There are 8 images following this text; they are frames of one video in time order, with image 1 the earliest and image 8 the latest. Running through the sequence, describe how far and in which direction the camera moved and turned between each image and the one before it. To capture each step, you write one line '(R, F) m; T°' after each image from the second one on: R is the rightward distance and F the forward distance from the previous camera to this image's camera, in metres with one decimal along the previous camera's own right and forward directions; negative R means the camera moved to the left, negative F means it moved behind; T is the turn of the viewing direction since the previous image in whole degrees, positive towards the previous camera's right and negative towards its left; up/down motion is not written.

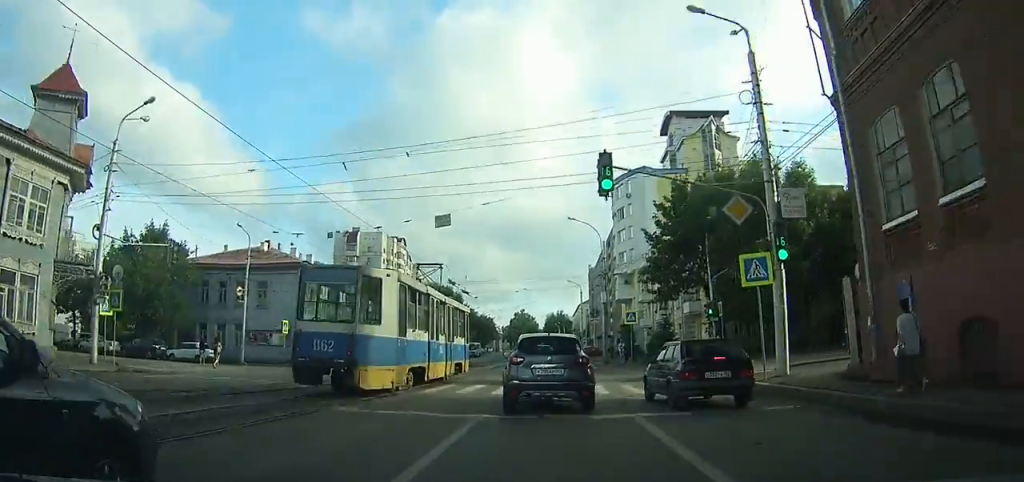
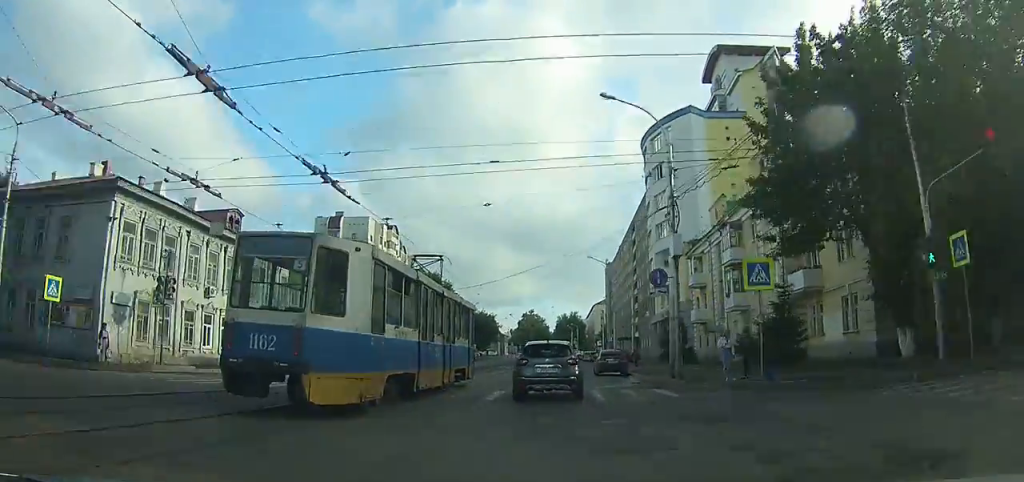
(-0.7, +21.7) m; +1°
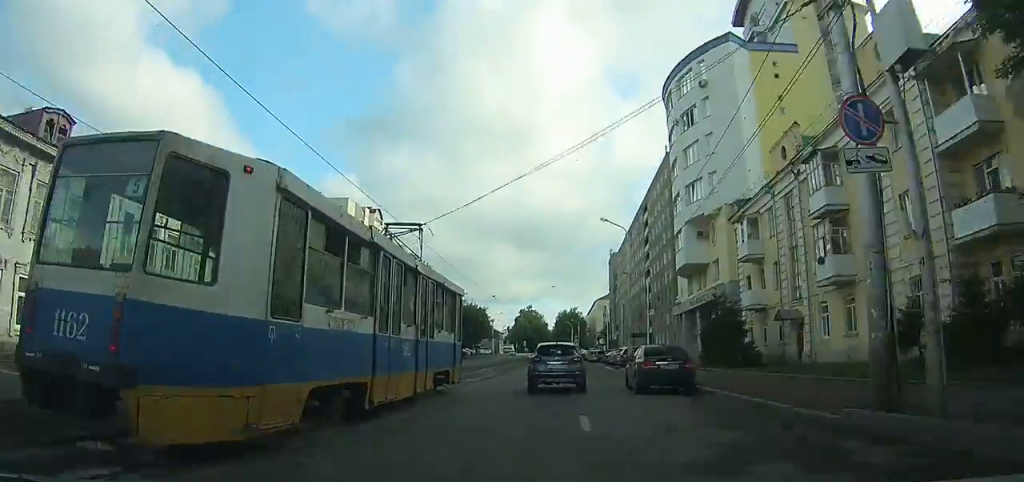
(+0.4, +14.8) m; +2°
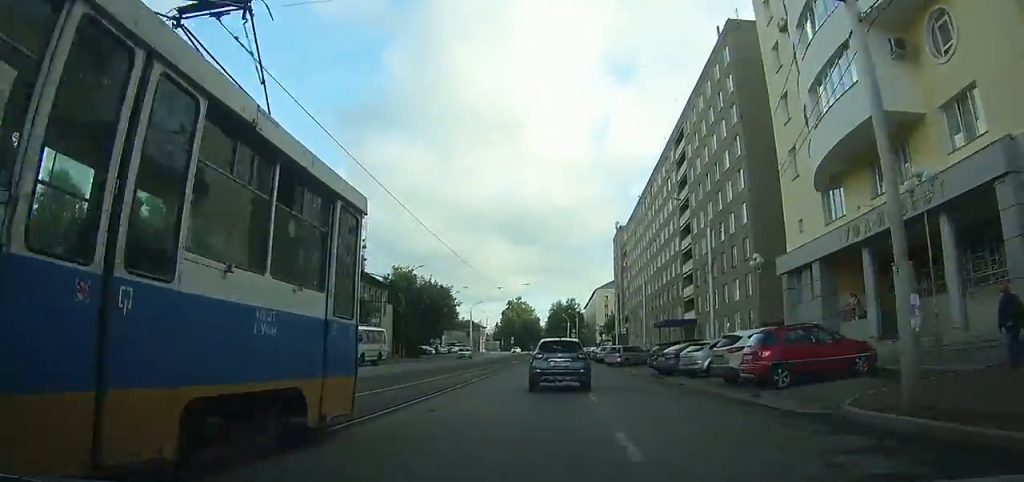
(+1.1, +30.8) m; +2°
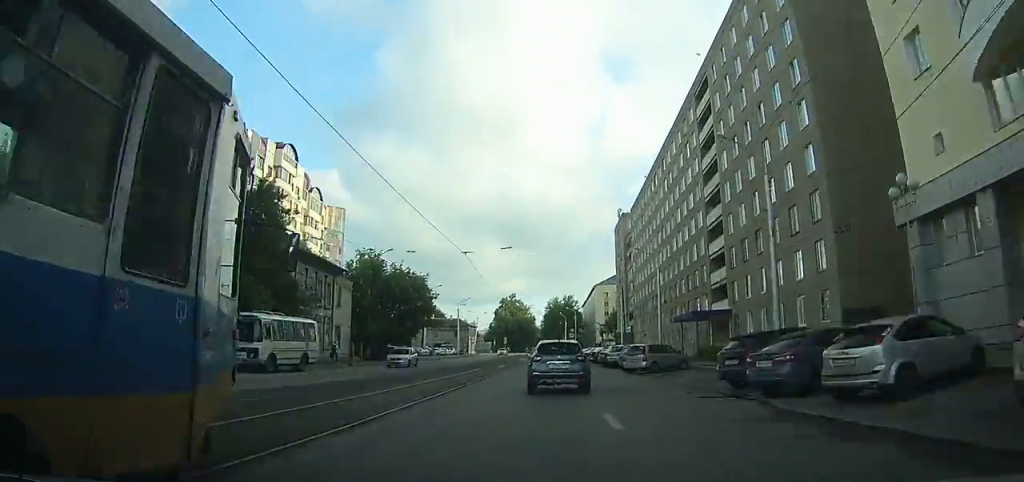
(+0.1, +13.2) m; 0°
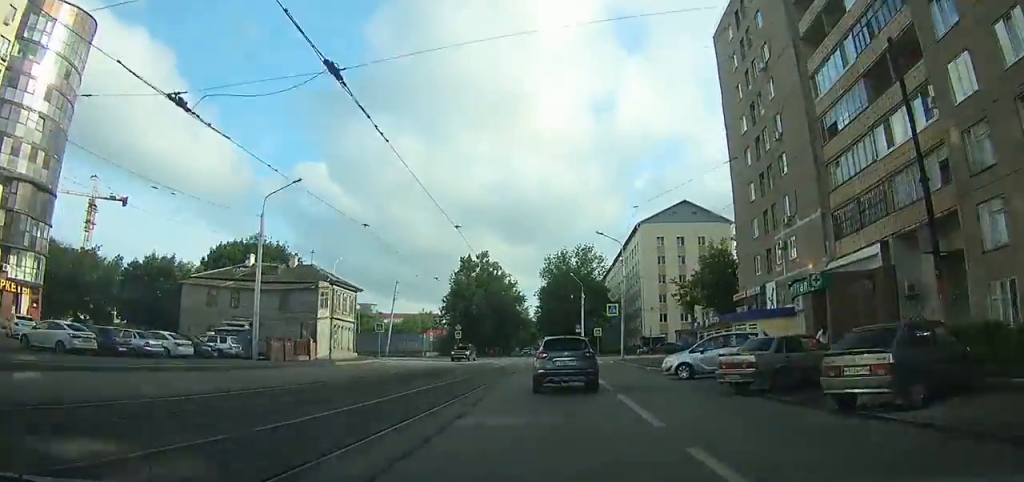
(-1.5, +84.3) m; 0°
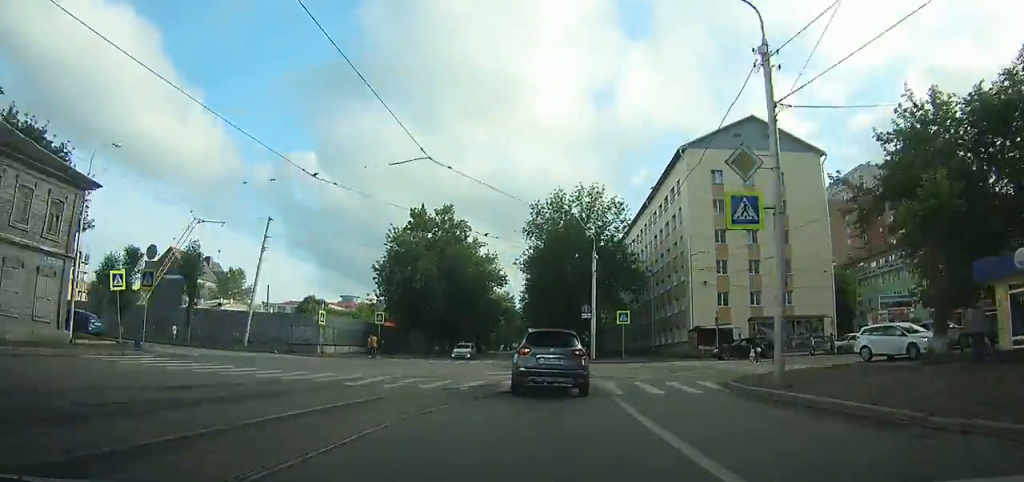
(+0.3, +31.1) m; +1°
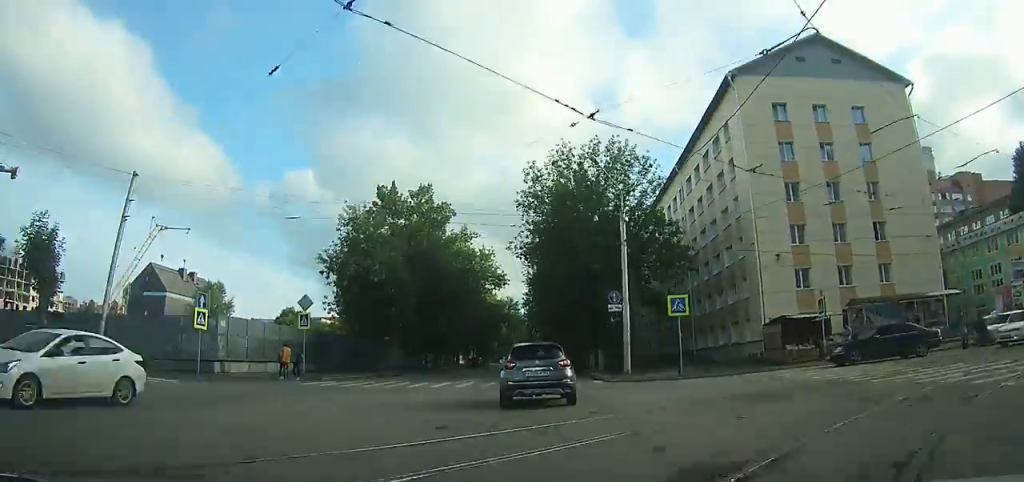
(+0.1, +18.0) m; 0°
